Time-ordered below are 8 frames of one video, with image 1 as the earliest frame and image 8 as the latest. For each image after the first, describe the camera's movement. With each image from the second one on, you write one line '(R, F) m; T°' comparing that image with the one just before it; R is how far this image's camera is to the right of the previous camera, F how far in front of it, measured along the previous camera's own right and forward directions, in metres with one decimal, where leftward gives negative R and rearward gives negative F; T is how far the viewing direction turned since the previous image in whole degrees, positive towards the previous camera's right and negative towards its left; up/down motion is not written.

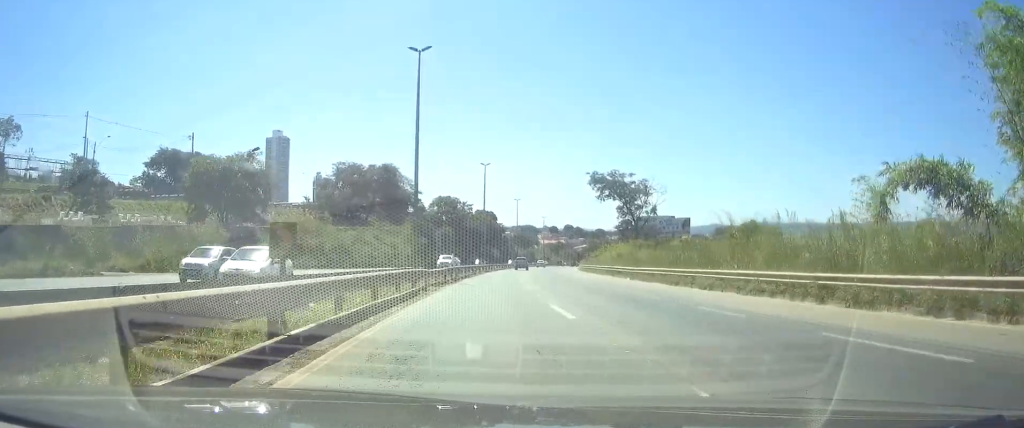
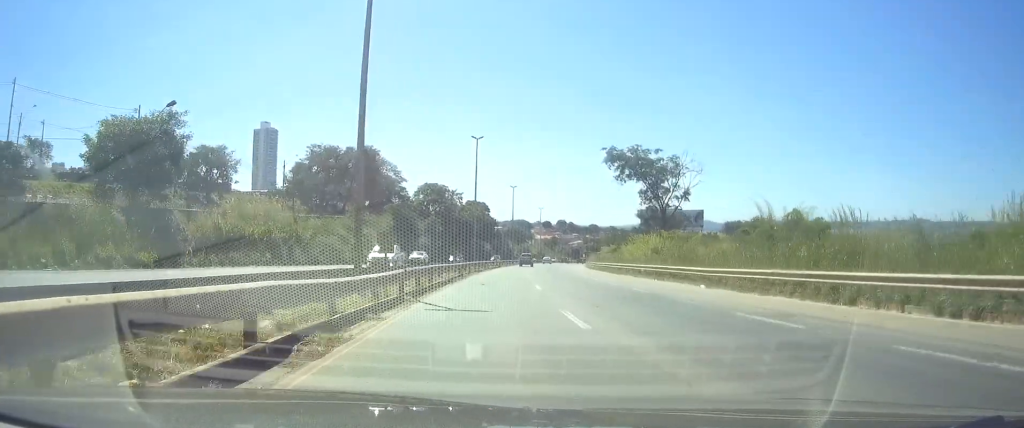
(0.0, +17.2) m; 0°
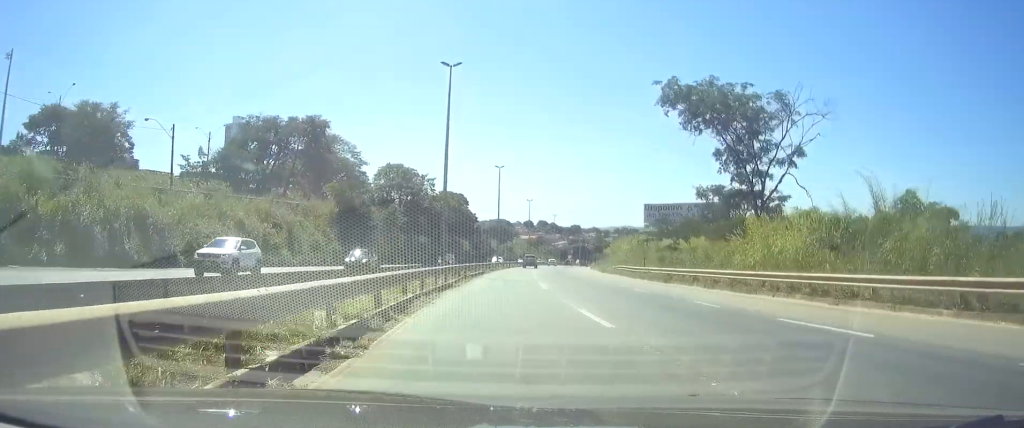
(0.0, +29.6) m; 0°
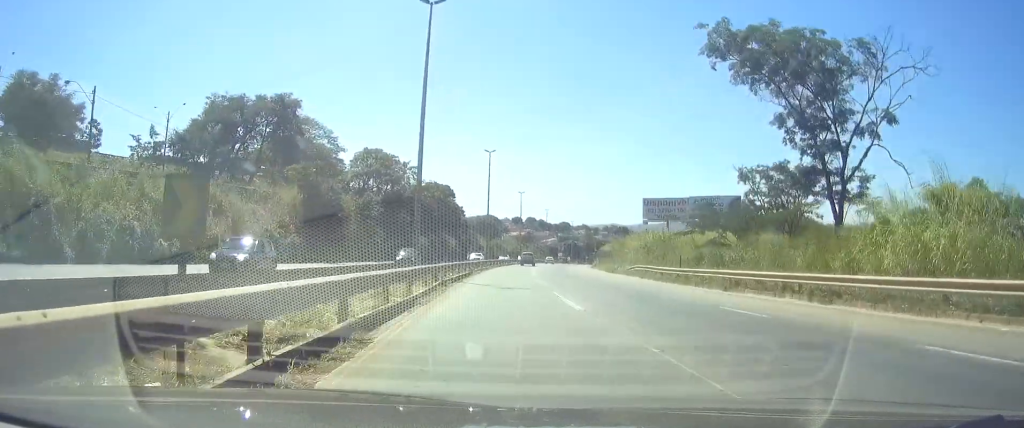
(0.0, +11.5) m; 0°
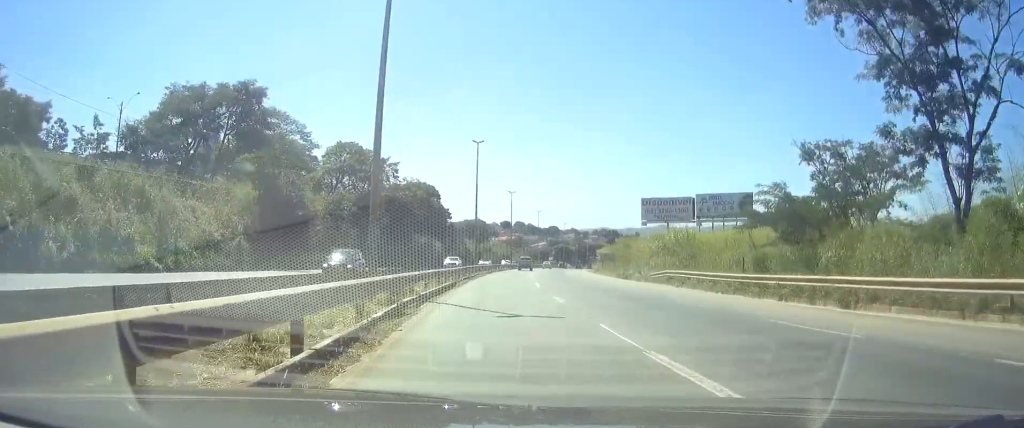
(0.0, +10.8) m; +1°
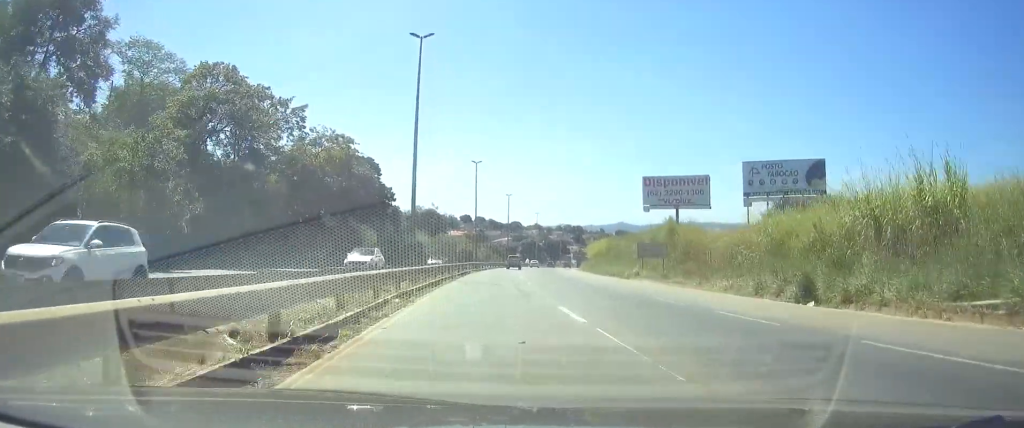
(+1.7, +35.6) m; +5°
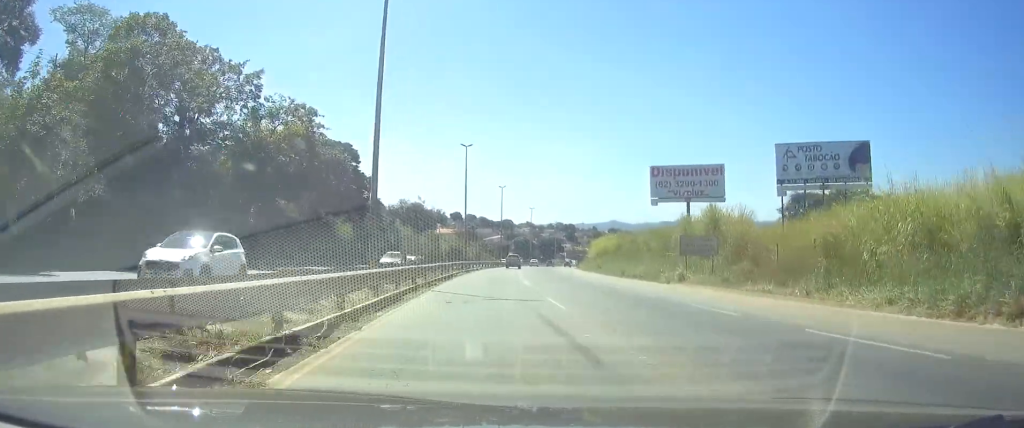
(+0.2, +11.7) m; +1°
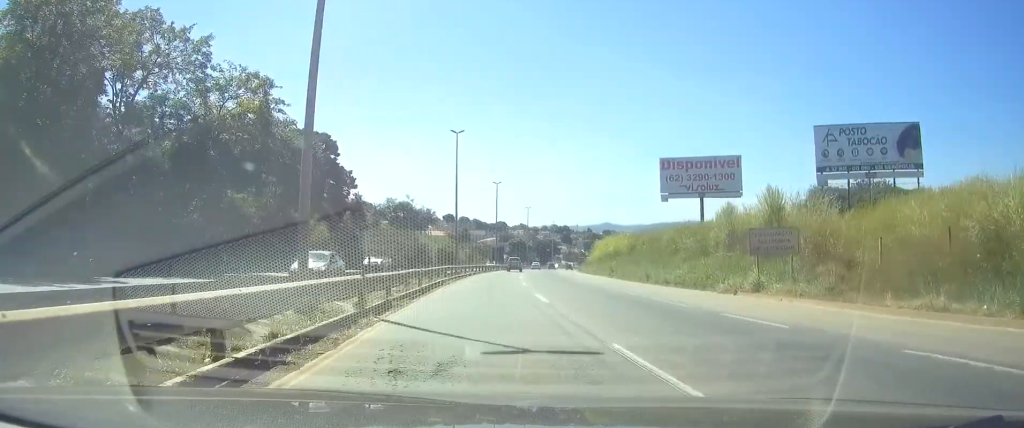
(-0.1, +10.1) m; +1°
